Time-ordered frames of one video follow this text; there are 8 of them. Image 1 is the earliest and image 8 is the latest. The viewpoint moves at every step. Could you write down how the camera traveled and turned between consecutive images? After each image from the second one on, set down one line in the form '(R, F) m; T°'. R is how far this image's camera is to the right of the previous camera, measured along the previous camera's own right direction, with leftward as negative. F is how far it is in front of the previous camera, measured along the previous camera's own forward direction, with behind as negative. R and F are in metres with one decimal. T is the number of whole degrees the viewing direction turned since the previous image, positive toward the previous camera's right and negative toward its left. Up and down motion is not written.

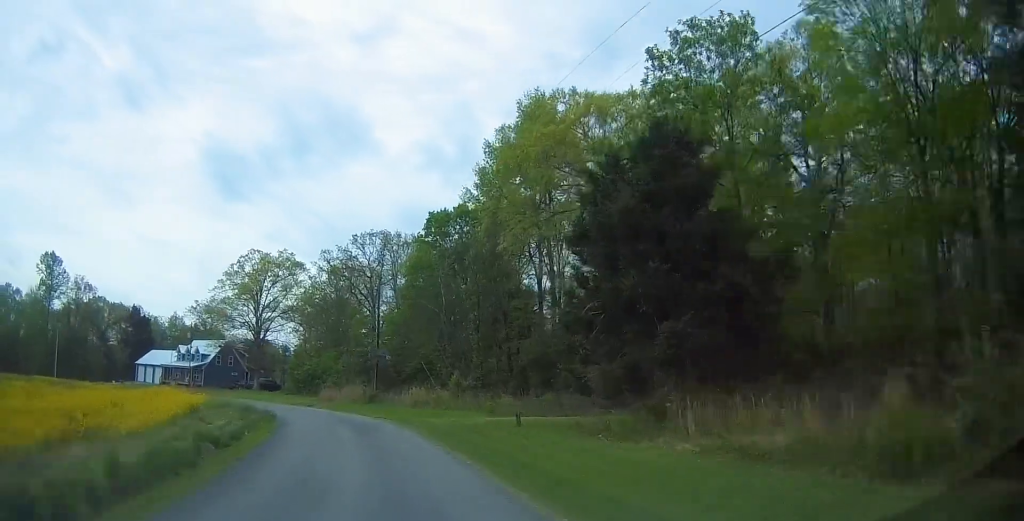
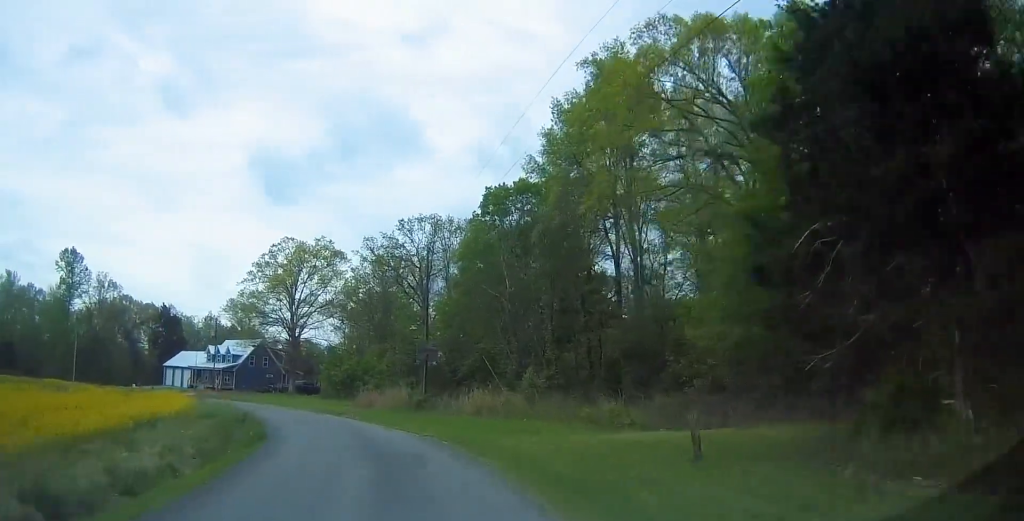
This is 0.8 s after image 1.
(-0.6, +9.8) m; -4°
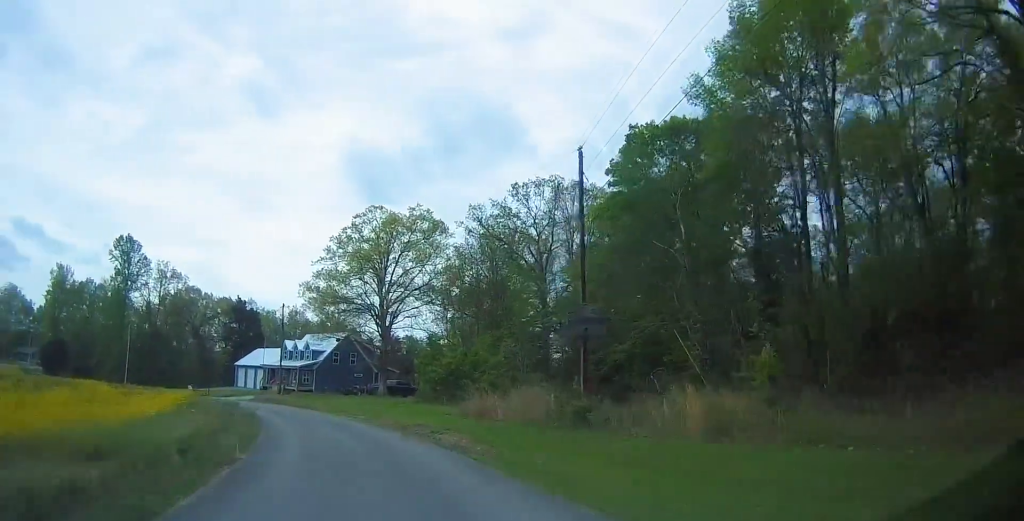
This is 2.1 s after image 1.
(-0.5, +15.2) m; -8°
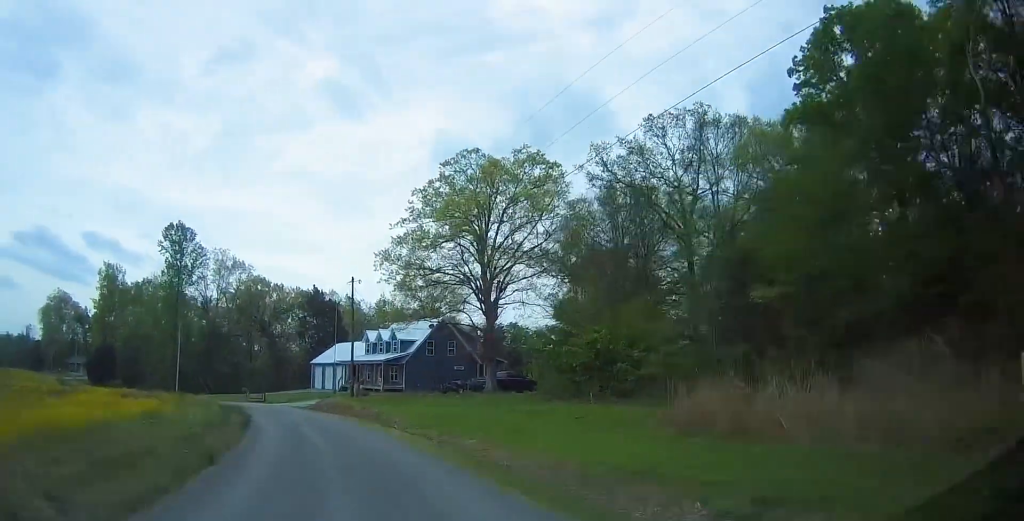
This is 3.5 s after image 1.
(-2.0, +15.3) m; -10°
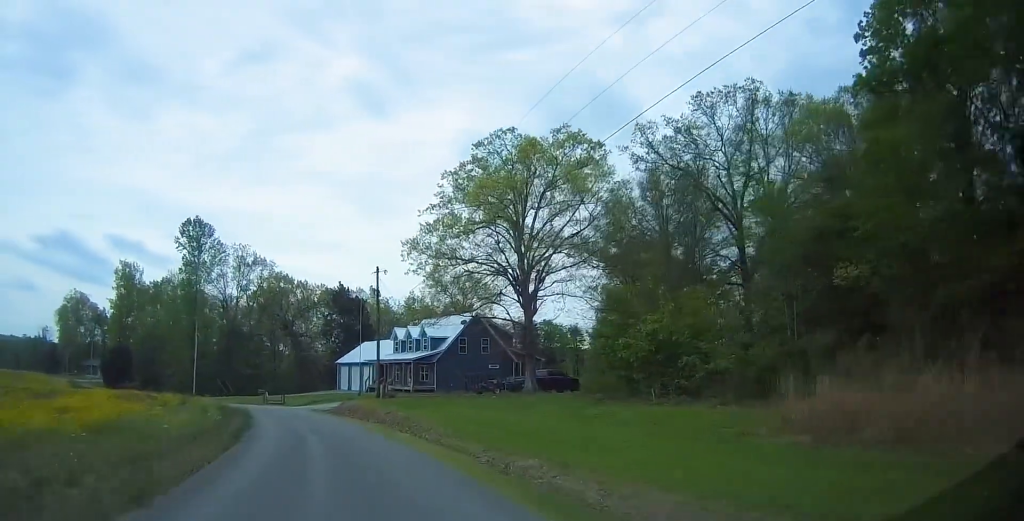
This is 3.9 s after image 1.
(0.0, +4.4) m; -2°
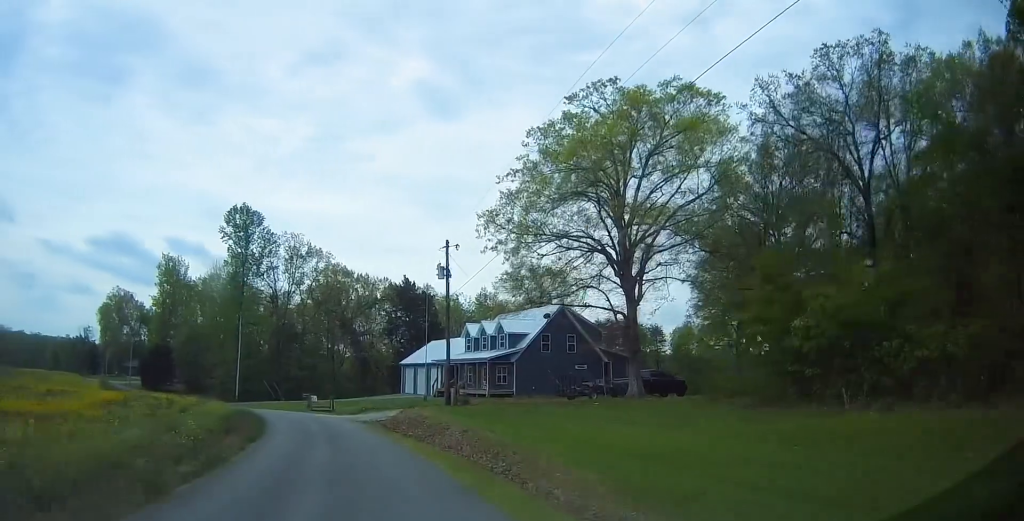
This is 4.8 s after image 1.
(-0.4, +9.1) m; -4°
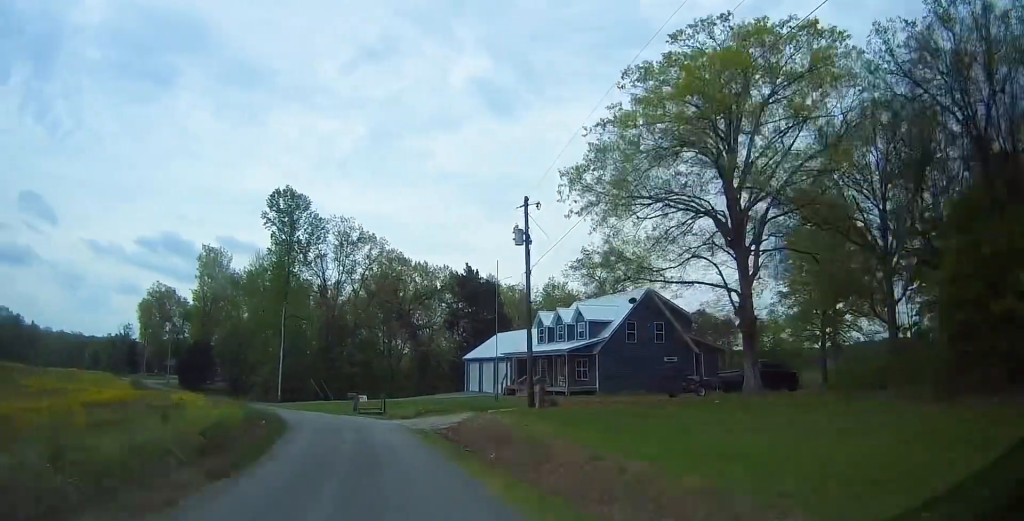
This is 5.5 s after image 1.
(-0.2, +7.7) m; -5°
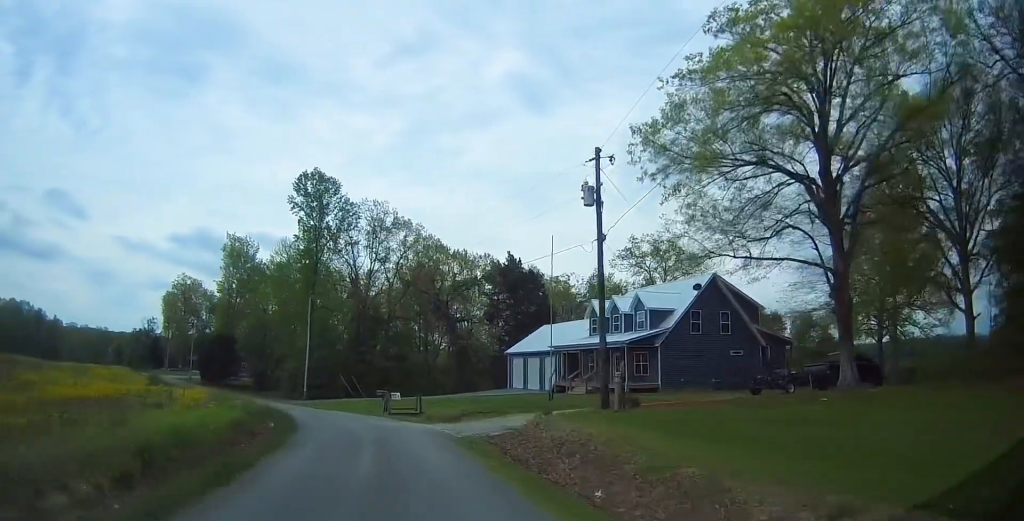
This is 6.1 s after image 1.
(+0.2, +5.6) m; -5°
